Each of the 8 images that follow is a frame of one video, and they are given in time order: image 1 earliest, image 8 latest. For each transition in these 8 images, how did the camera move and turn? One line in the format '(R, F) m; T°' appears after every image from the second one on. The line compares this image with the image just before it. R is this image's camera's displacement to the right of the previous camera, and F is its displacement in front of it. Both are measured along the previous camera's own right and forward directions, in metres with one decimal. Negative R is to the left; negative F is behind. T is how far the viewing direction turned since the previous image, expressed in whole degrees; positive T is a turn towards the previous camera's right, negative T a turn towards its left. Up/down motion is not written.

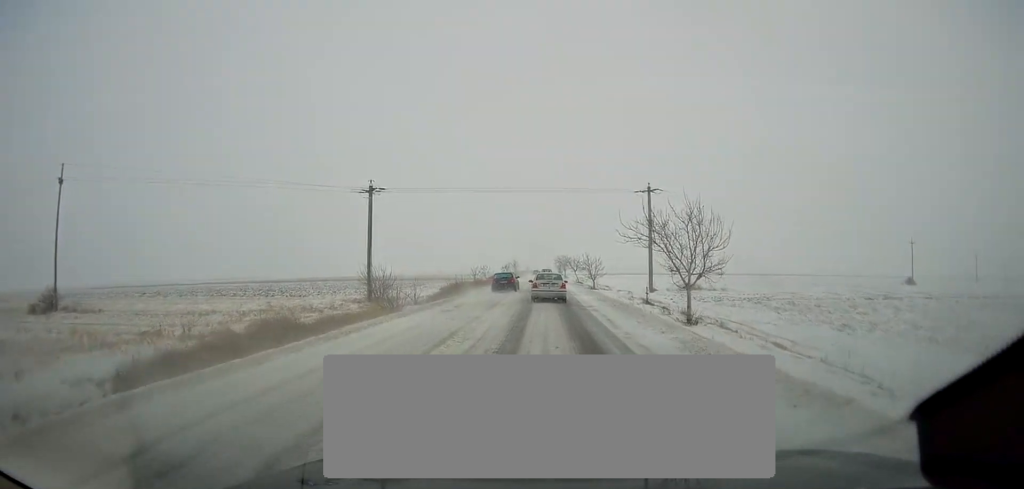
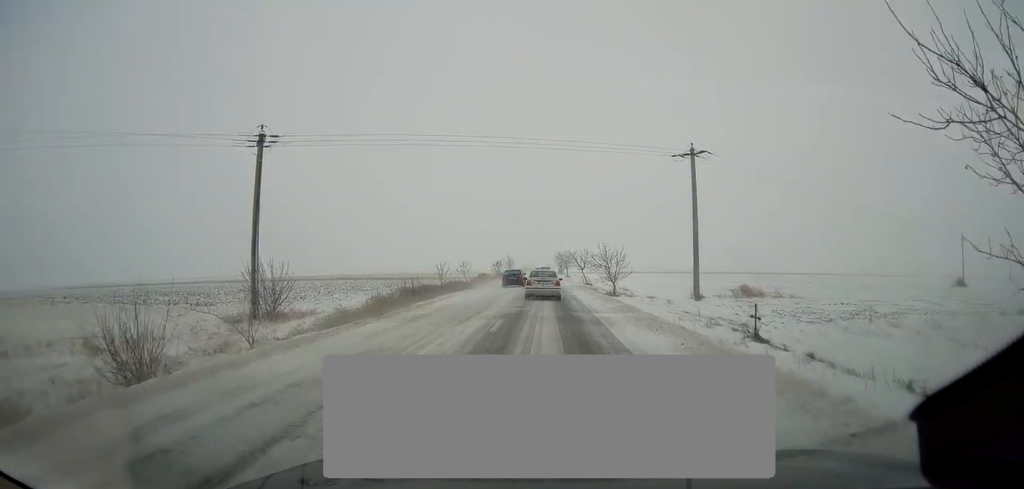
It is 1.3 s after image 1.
(0.0, +20.7) m; +1°
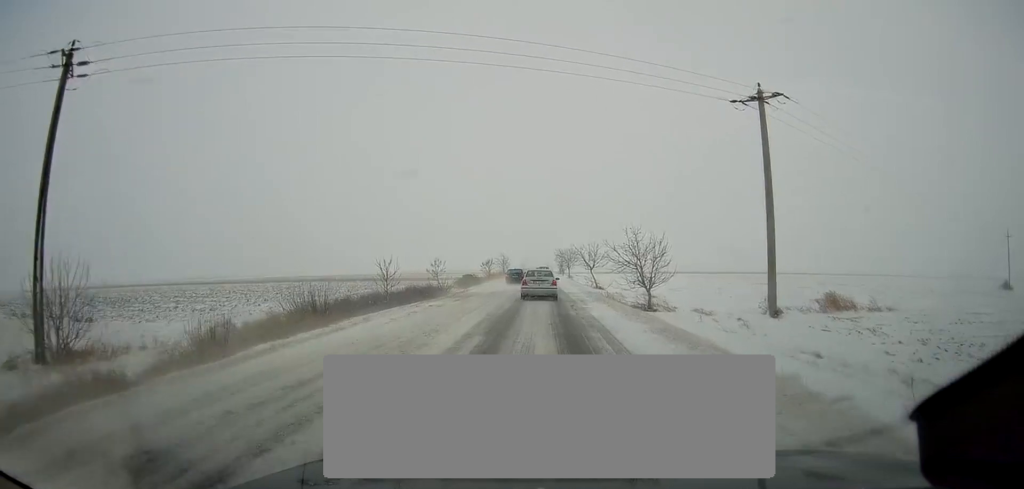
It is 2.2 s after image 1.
(+0.3, +16.0) m; 0°
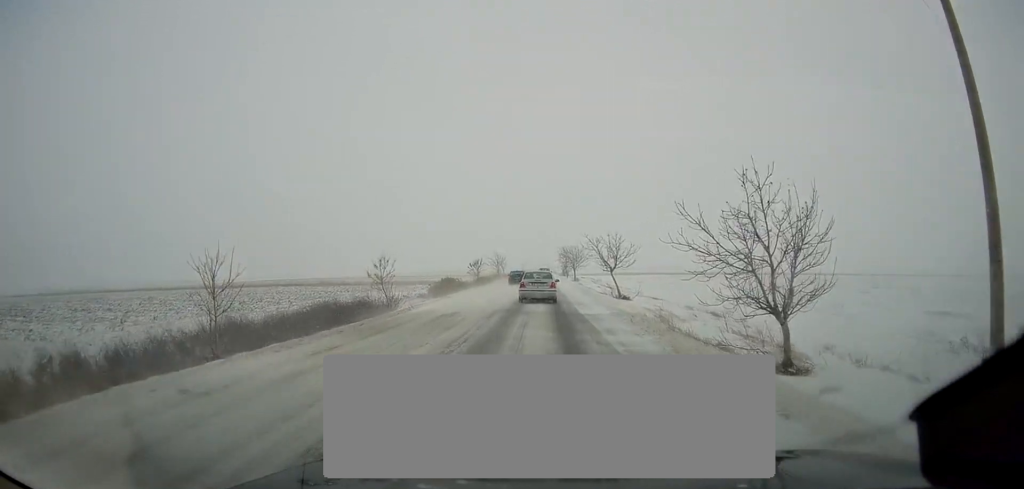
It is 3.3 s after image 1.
(-0.2, +17.1) m; -1°
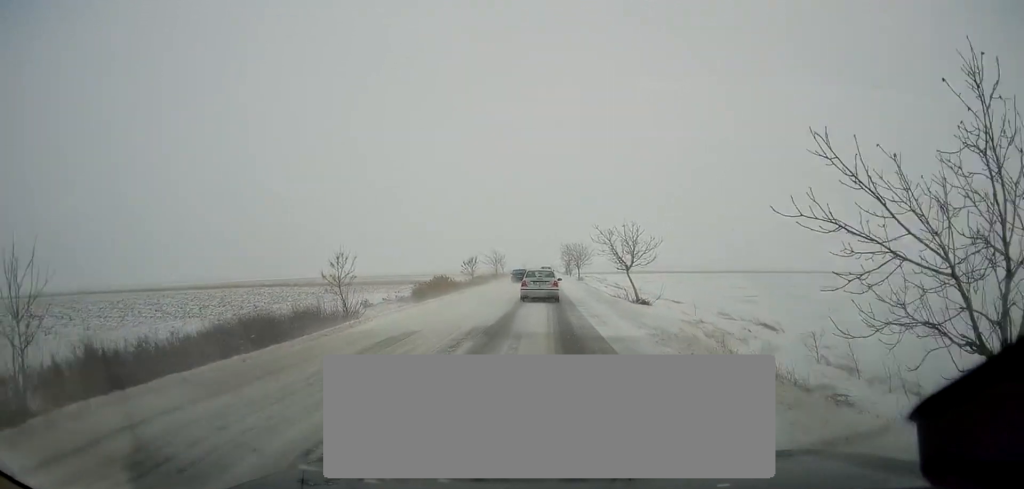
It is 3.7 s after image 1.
(-0.1, +7.2) m; 0°
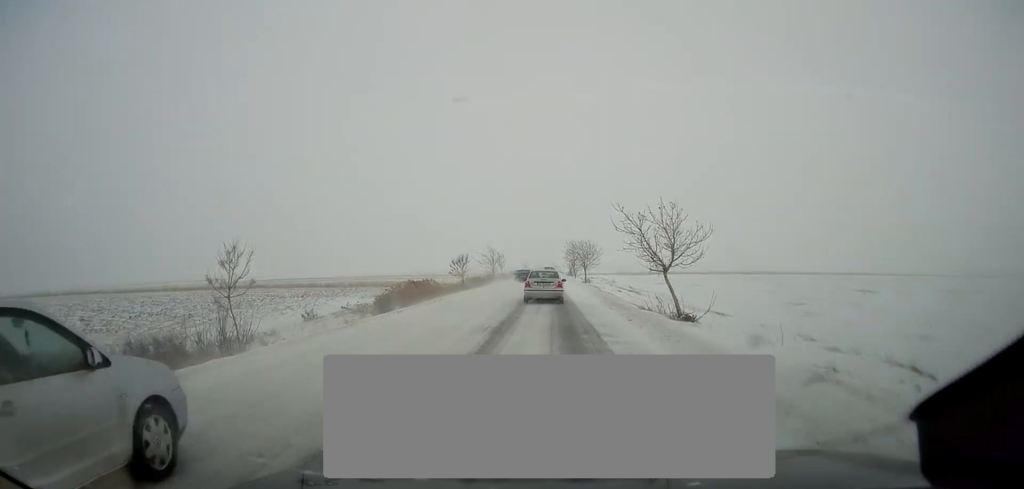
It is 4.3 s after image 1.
(0.0, +9.9) m; +1°
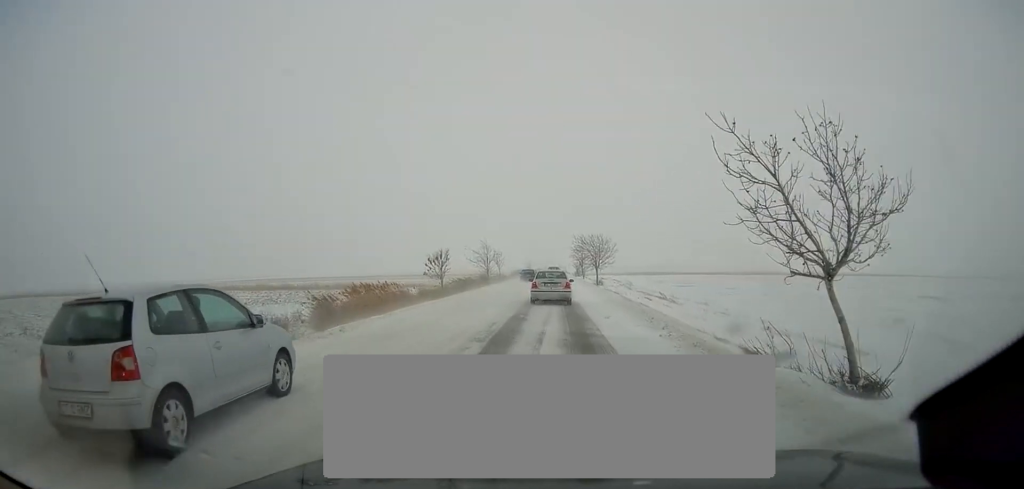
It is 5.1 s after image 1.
(+0.2, +13.6) m; -1°
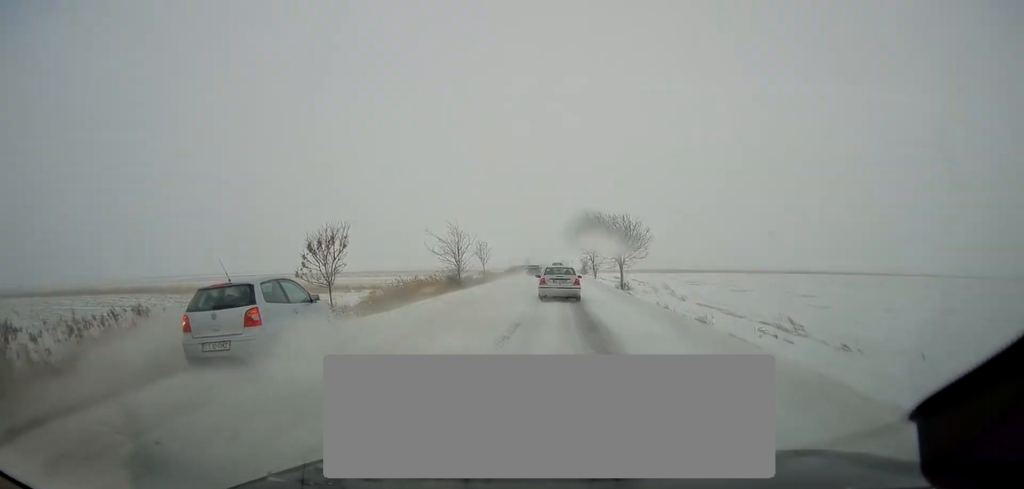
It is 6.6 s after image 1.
(-0.8, +23.5) m; -2°
